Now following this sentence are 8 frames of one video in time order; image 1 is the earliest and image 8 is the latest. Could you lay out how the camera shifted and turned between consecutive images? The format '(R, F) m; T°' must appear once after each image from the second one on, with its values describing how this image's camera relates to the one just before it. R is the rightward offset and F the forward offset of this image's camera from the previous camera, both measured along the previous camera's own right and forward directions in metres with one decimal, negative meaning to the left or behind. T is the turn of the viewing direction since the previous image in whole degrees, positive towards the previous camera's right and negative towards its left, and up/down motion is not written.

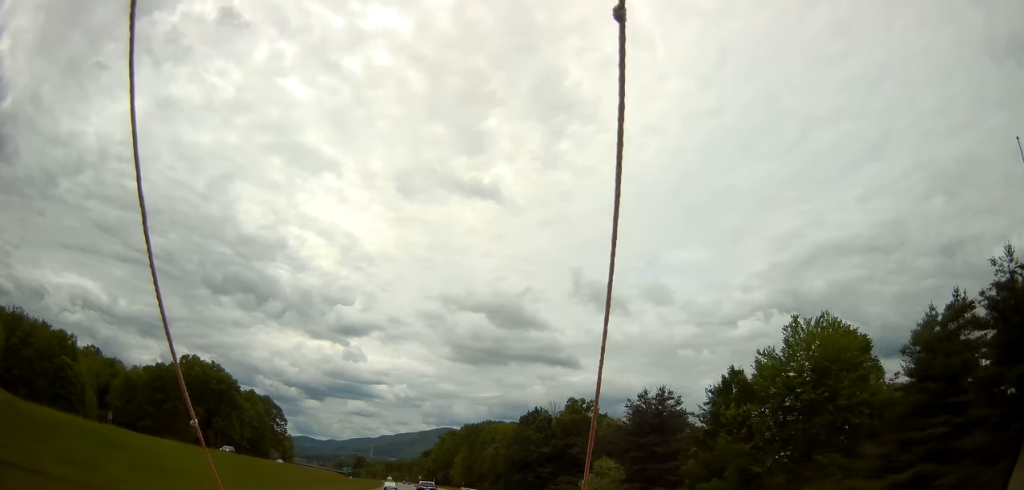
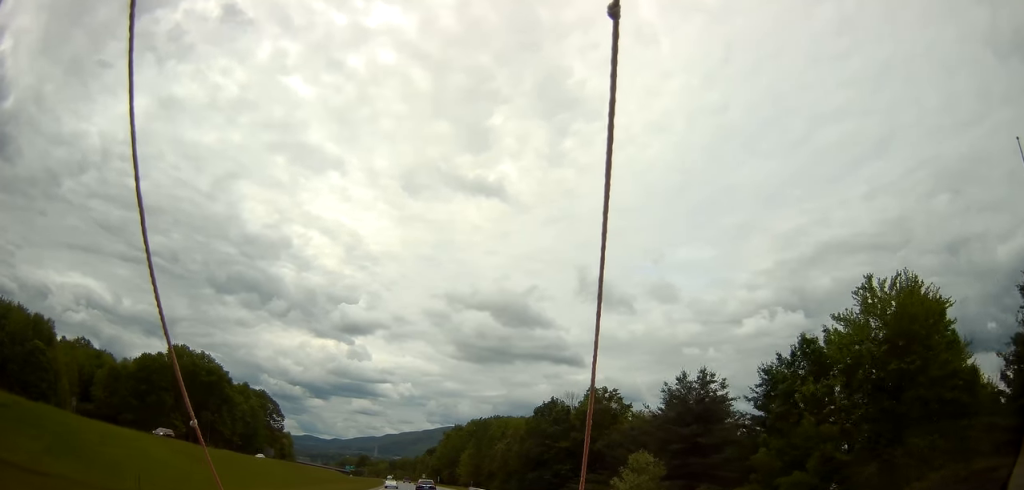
(-0.1, +12.0) m; 0°
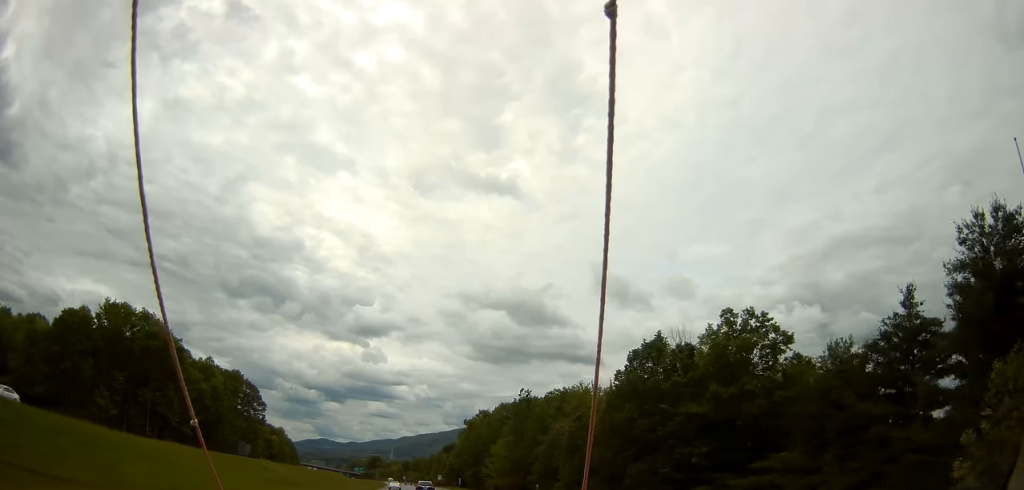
(-0.5, +45.5) m; -2°
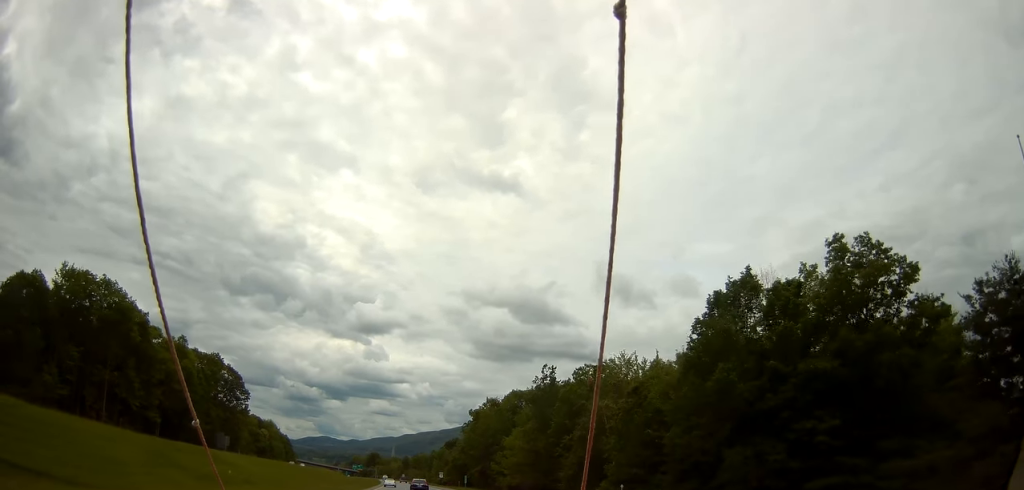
(-0.3, +18.9) m; -1°
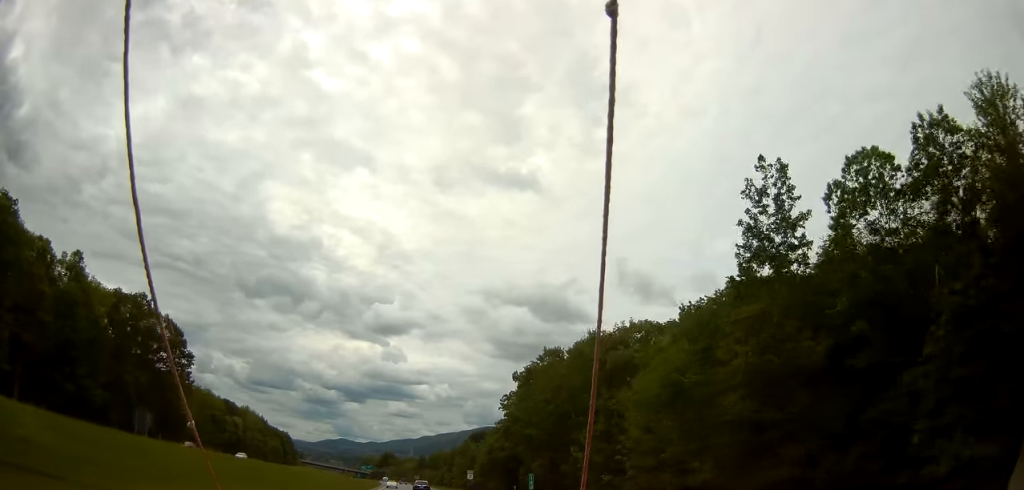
(-0.6, +53.3) m; -1°
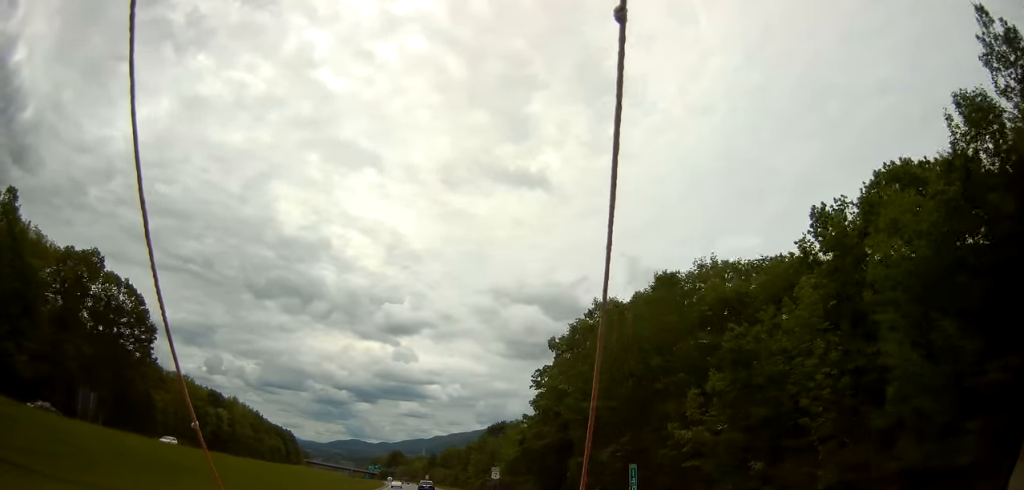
(-0.1, +22.3) m; -1°
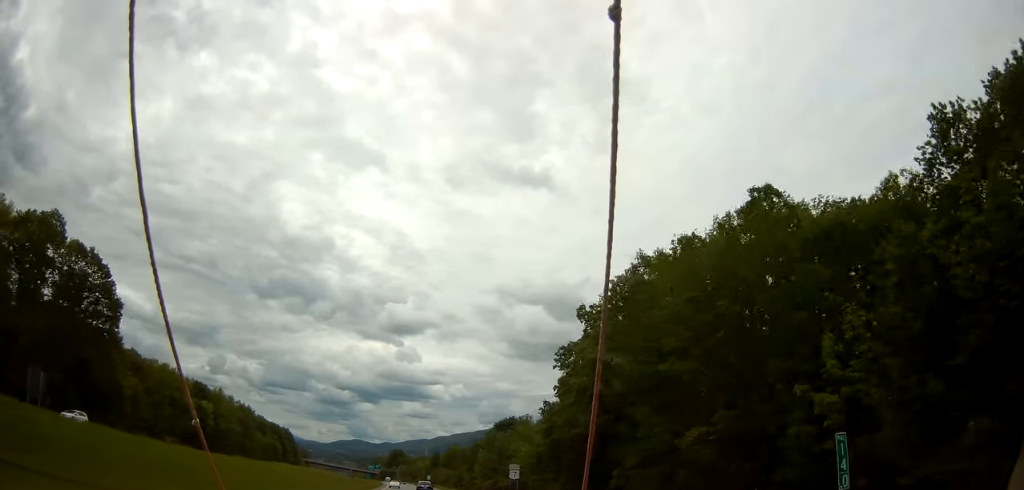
(-0.1, +13.8) m; 0°
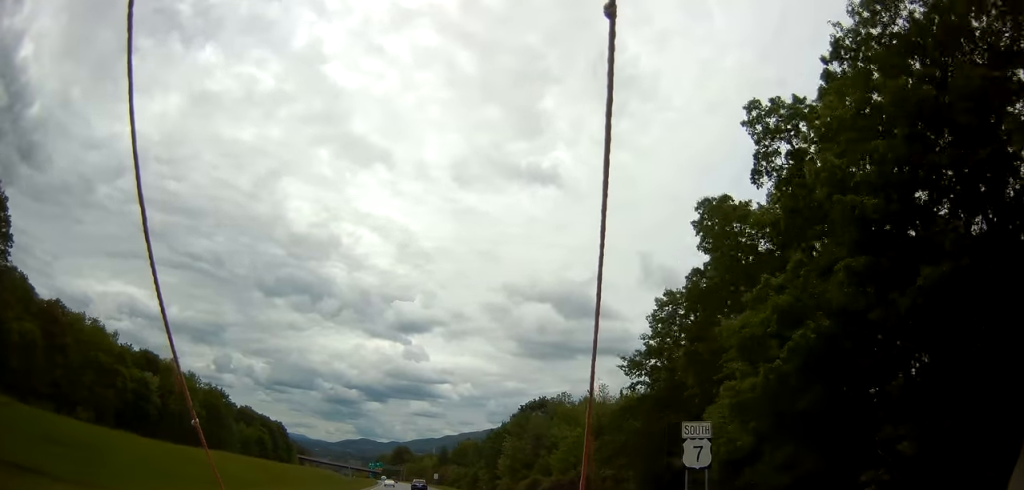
(-0.4, +35.2) m; -1°
